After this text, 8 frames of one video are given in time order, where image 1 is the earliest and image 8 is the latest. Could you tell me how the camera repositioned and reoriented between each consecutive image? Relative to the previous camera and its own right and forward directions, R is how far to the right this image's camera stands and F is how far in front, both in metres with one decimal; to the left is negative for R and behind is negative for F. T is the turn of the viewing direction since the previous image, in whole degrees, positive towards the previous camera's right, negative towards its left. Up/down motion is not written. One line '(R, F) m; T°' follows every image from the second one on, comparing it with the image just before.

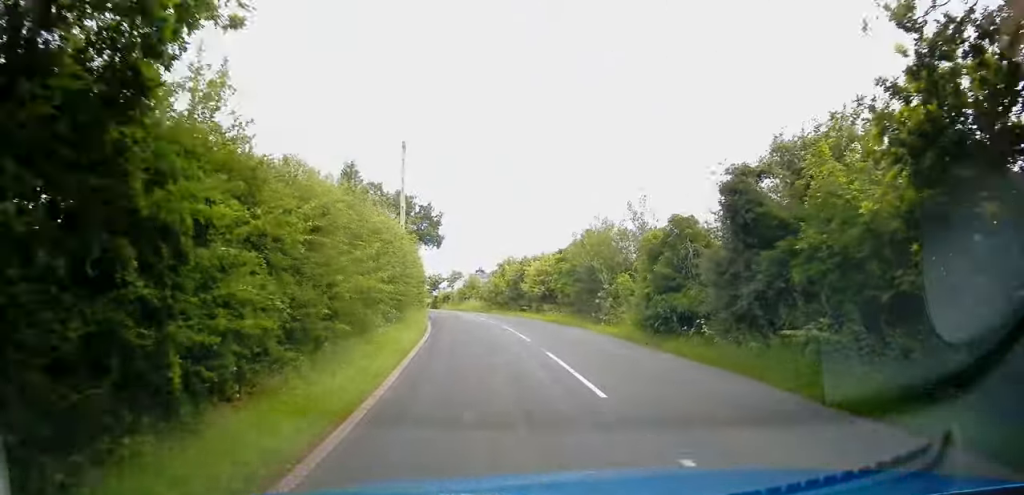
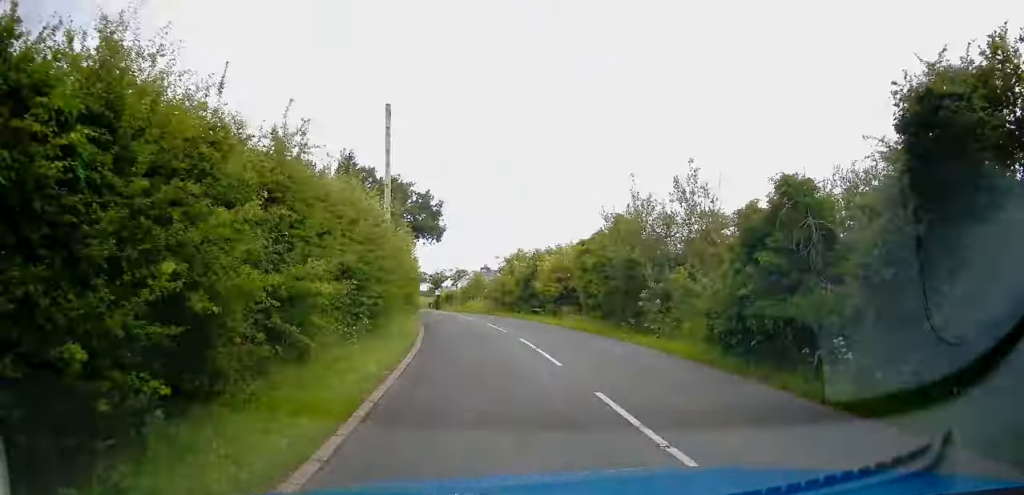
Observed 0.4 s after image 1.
(-0.1, +5.4) m; -2°
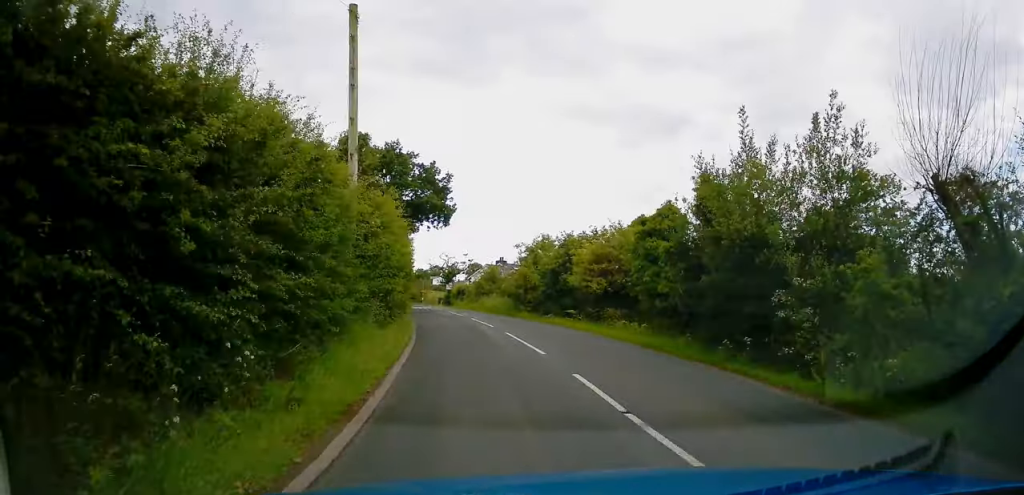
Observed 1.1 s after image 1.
(0.0, +7.7) m; -3°
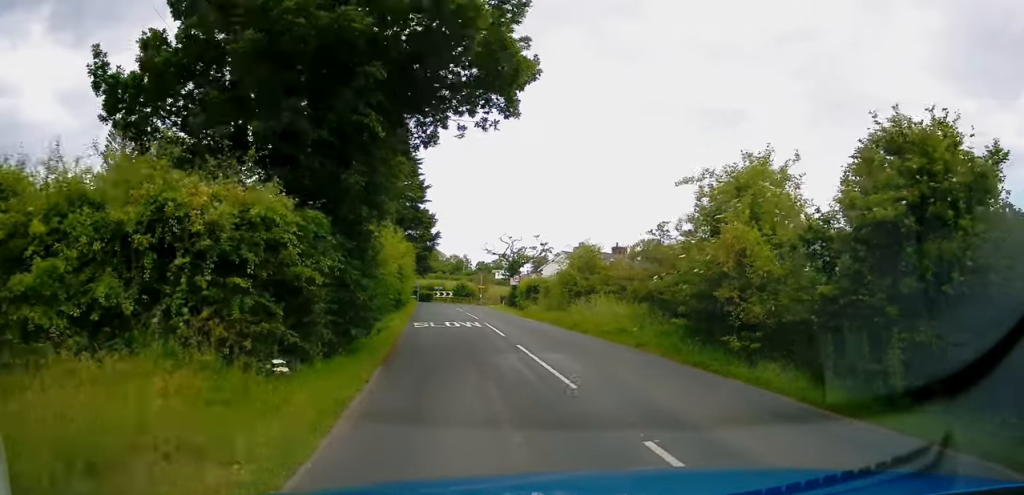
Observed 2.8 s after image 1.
(-0.8, +21.4) m; -4°
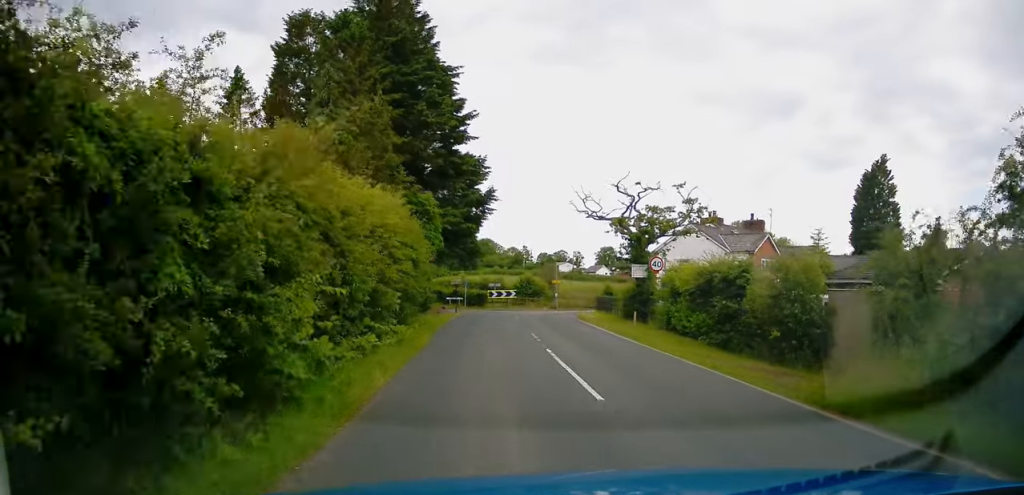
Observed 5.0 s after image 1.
(-2.4, +26.7) m; -6°
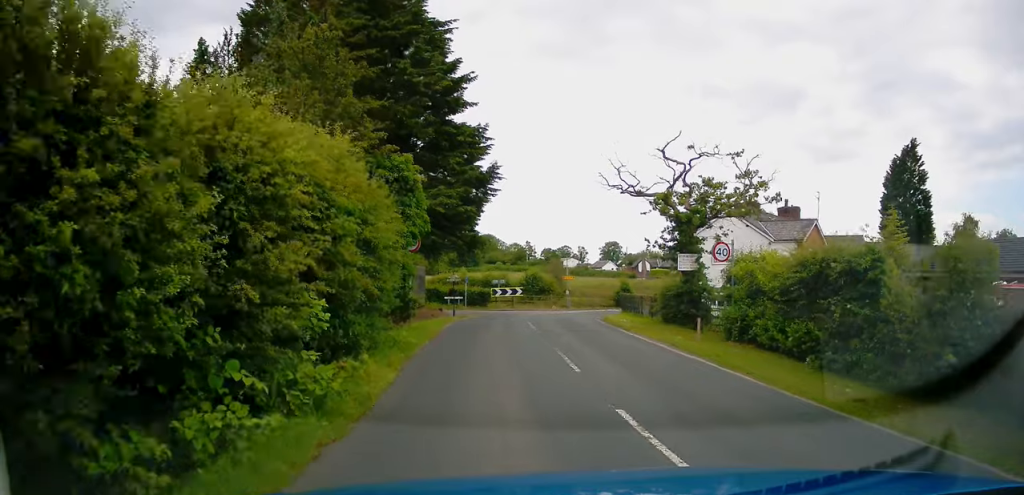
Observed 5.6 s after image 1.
(+0.2, +6.6) m; 0°
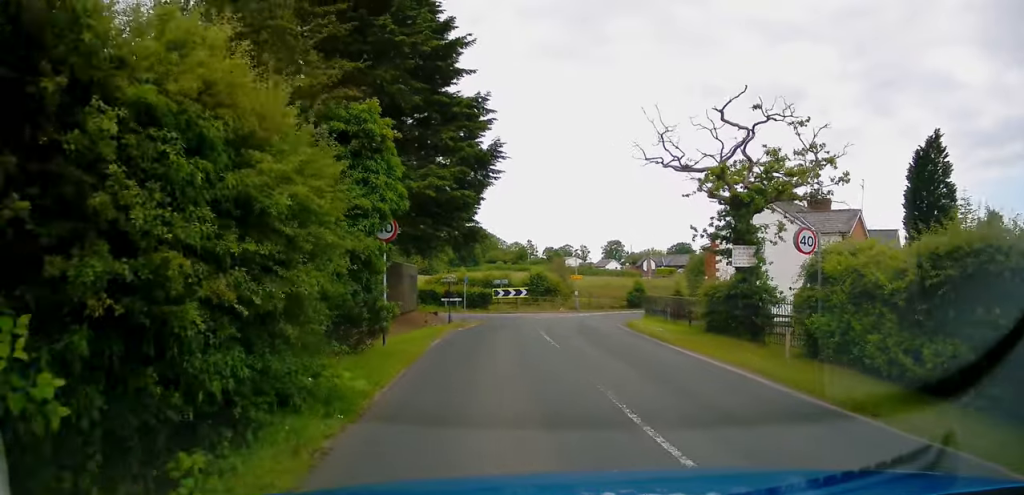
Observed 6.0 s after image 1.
(+0.1, +5.2) m; 0°
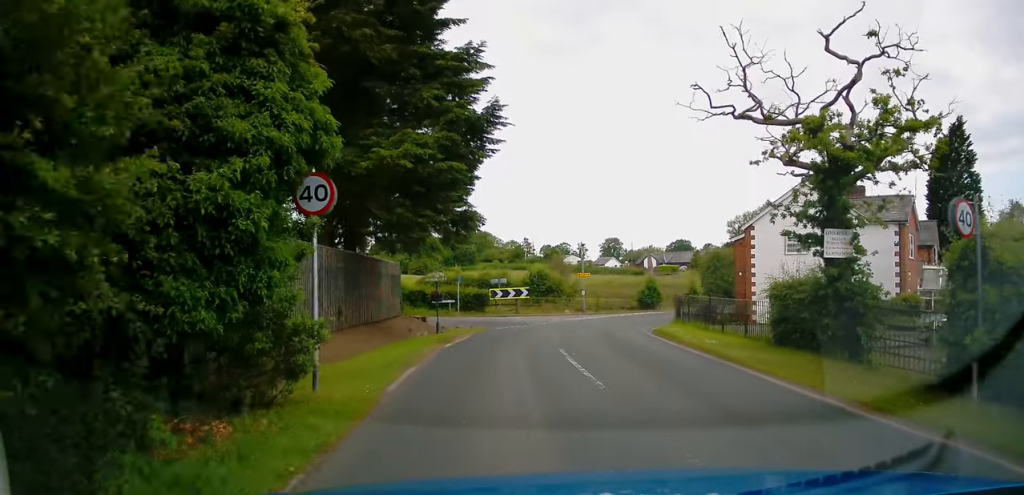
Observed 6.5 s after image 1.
(-0.1, +5.3) m; 0°
